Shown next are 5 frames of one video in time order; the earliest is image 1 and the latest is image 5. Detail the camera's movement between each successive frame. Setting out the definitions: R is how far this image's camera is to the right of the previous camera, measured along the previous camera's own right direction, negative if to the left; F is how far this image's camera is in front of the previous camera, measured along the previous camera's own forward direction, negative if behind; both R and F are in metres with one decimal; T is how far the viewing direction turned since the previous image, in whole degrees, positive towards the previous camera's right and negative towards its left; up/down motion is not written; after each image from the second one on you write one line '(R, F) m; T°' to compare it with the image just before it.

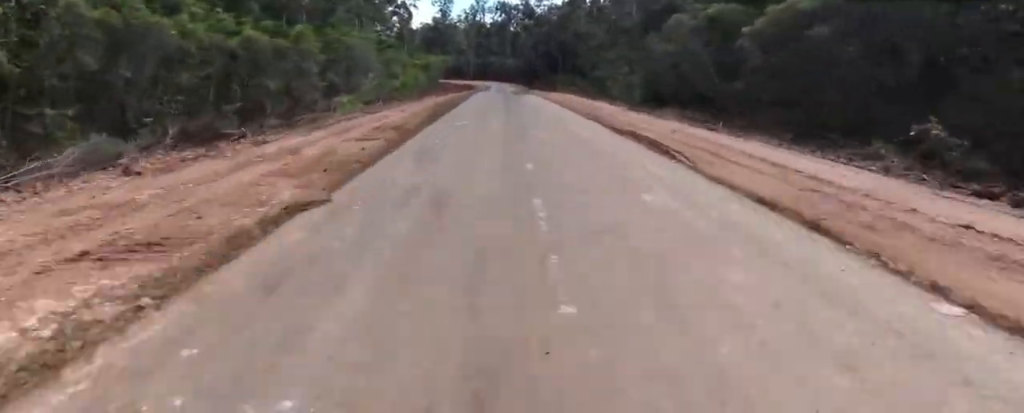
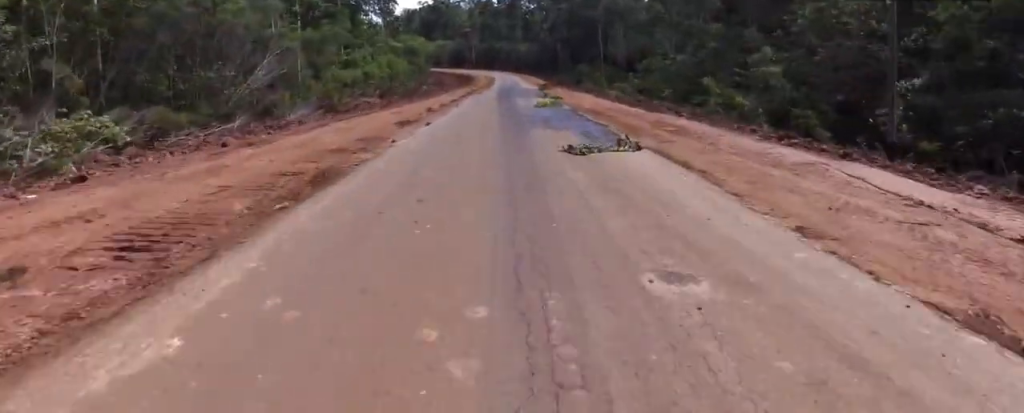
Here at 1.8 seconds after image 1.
(+0.6, +35.3) m; -2°
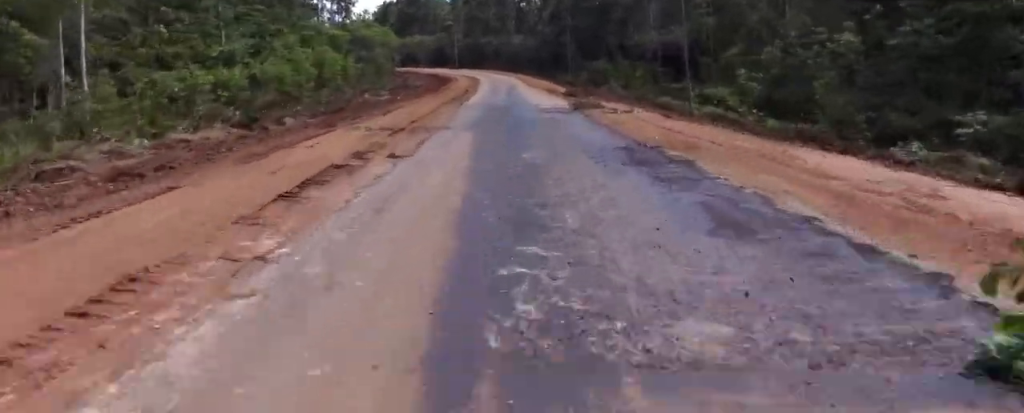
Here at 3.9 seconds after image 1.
(-0.7, +32.5) m; -1°
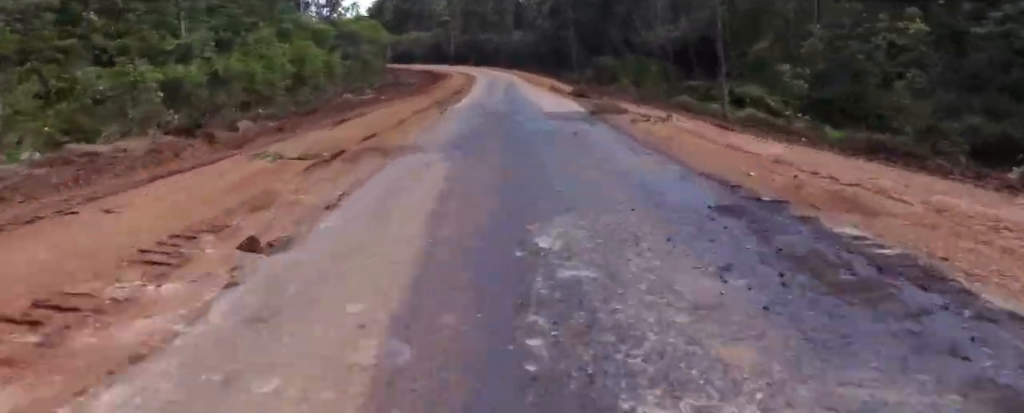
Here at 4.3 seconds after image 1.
(0.0, +5.5) m; 0°
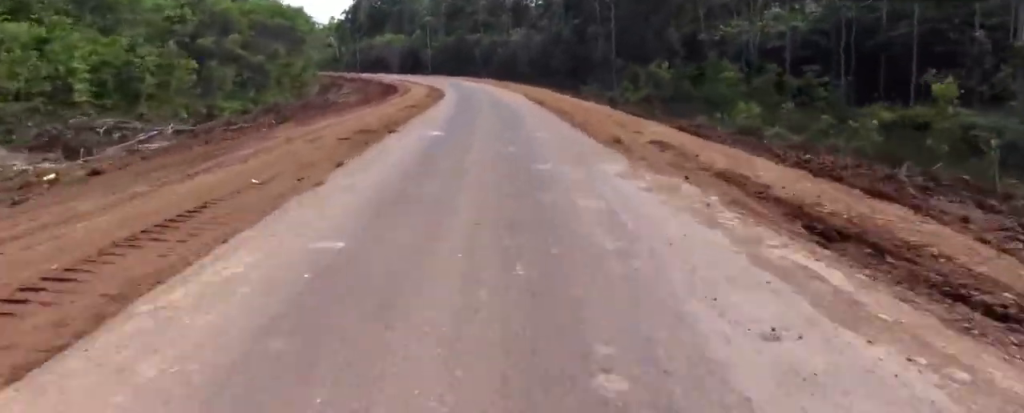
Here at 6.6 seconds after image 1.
(+0.8, +31.4) m; +4°
